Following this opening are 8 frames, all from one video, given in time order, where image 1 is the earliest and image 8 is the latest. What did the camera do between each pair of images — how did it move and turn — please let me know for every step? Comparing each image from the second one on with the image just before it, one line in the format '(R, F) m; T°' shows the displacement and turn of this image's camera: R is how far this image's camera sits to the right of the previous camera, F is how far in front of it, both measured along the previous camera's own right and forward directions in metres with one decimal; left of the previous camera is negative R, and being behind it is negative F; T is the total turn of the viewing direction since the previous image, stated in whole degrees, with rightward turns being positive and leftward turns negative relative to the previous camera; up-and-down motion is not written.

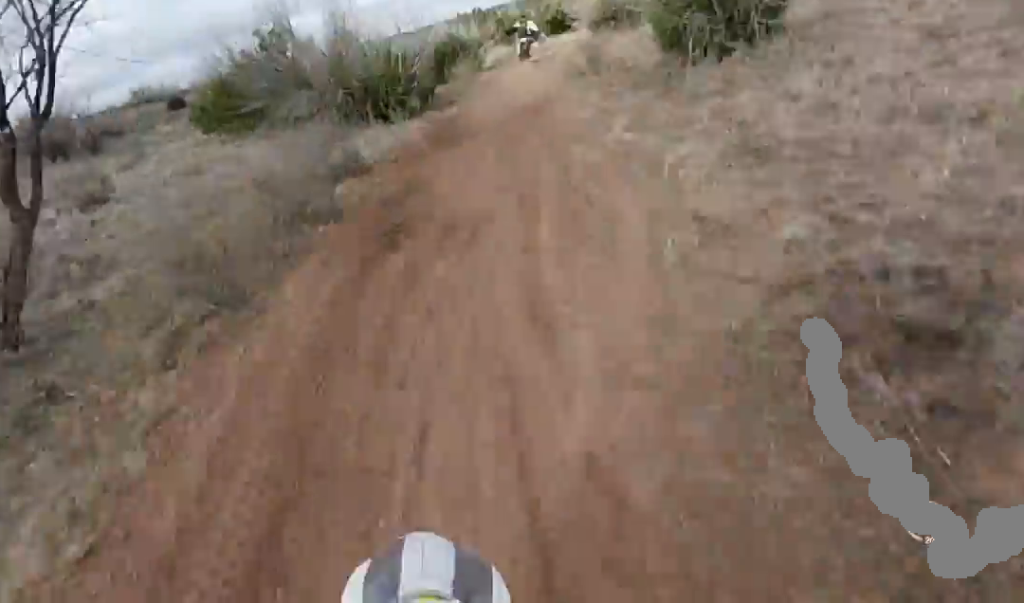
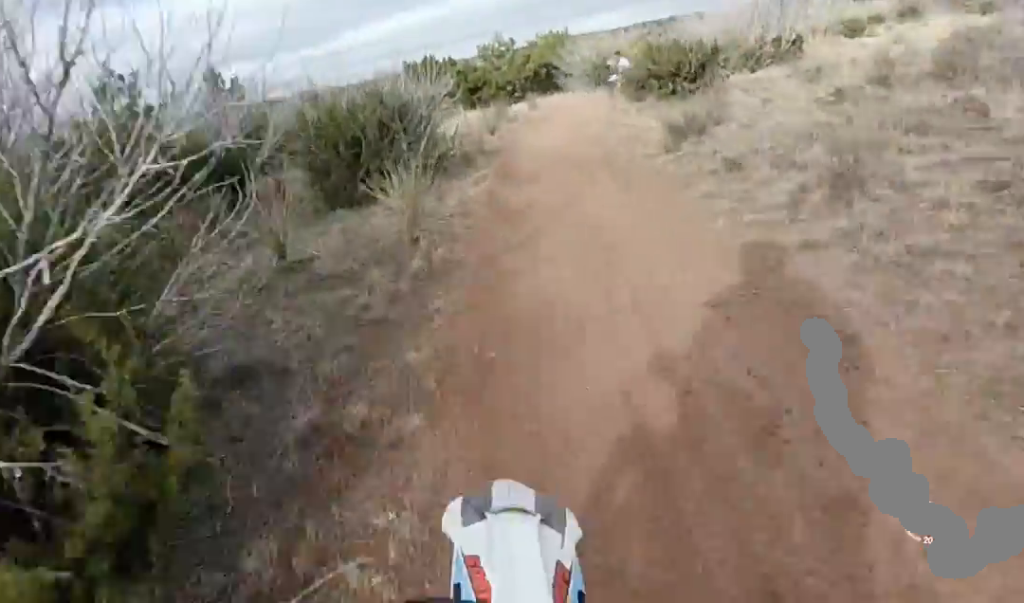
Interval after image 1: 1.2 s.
(+7.3, +12.5) m; +47°
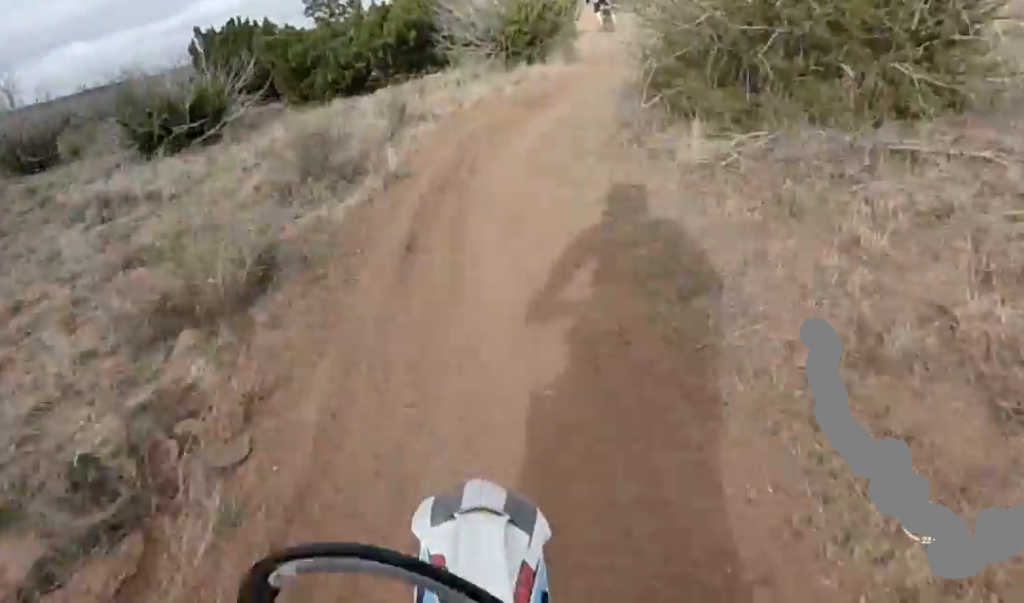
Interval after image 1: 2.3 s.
(+2.7, +21.3) m; -3°
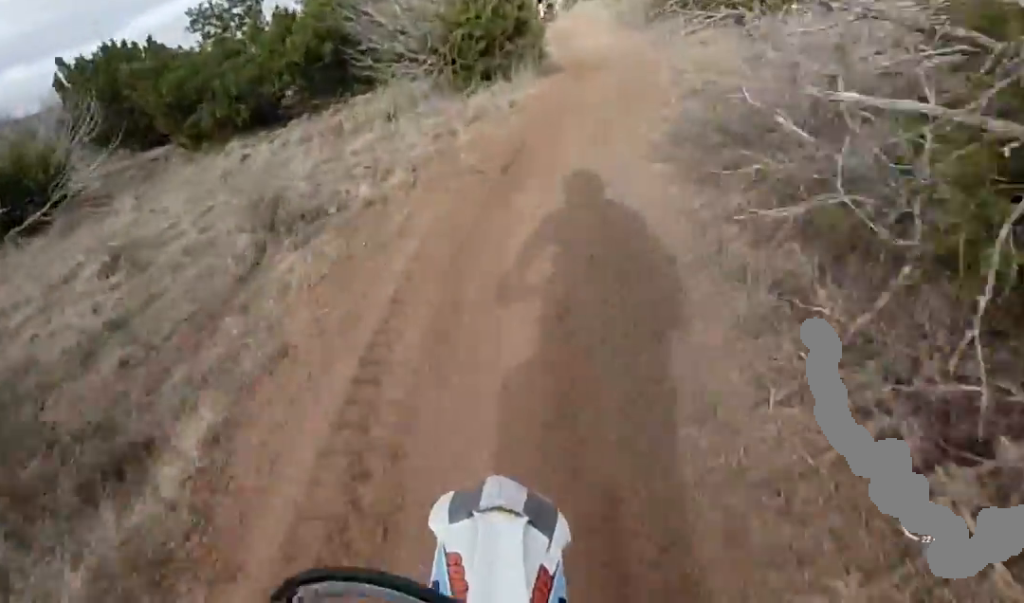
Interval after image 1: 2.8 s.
(-1.6, +5.8) m; -25°
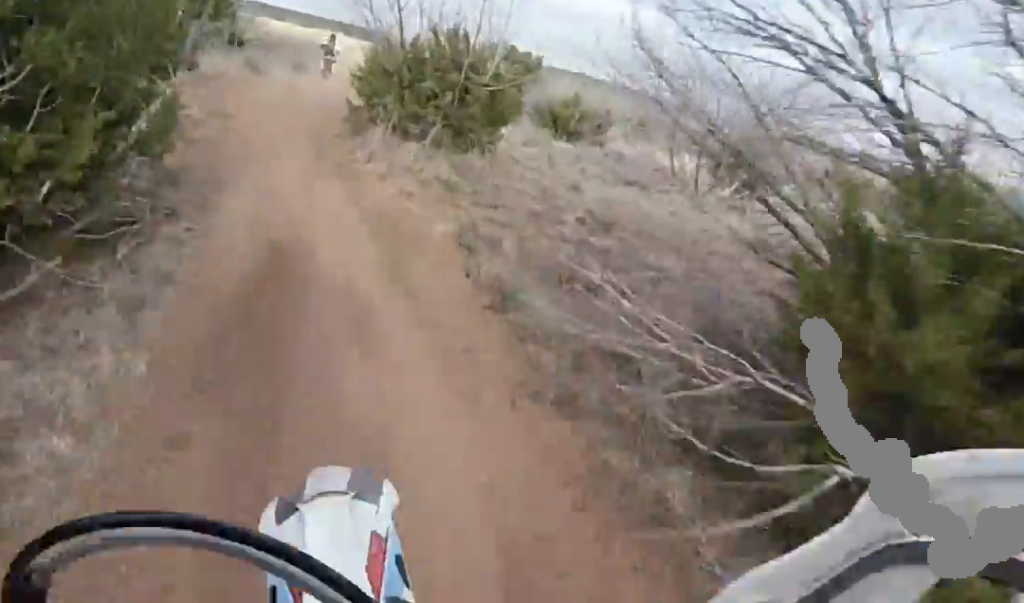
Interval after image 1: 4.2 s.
(-11.4, +13.7) m; -35°
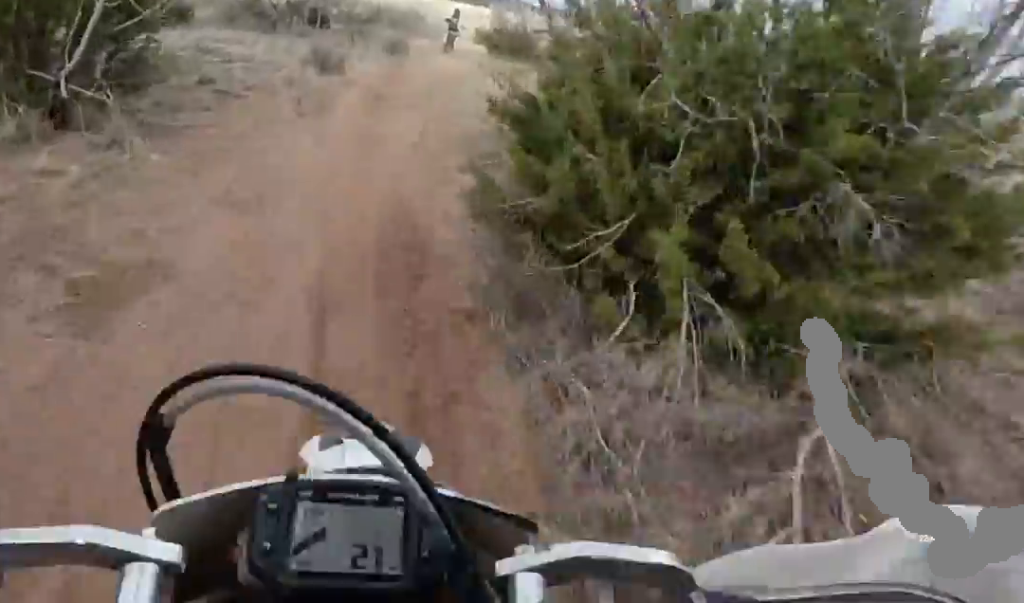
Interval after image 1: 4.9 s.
(+2.7, +7.0) m; +27°
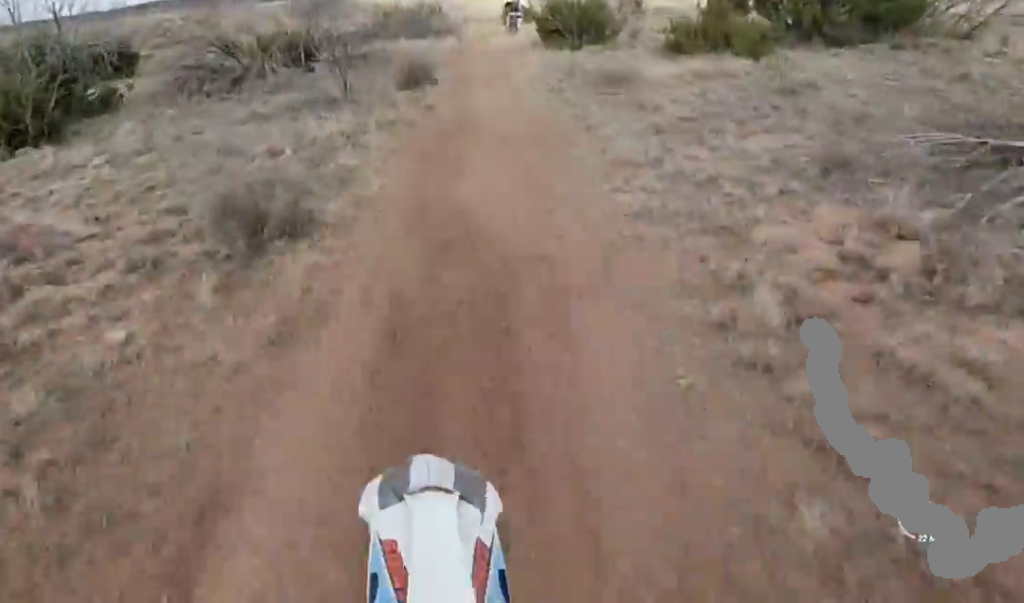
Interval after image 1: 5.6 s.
(+2.9, +8.0) m; +31°
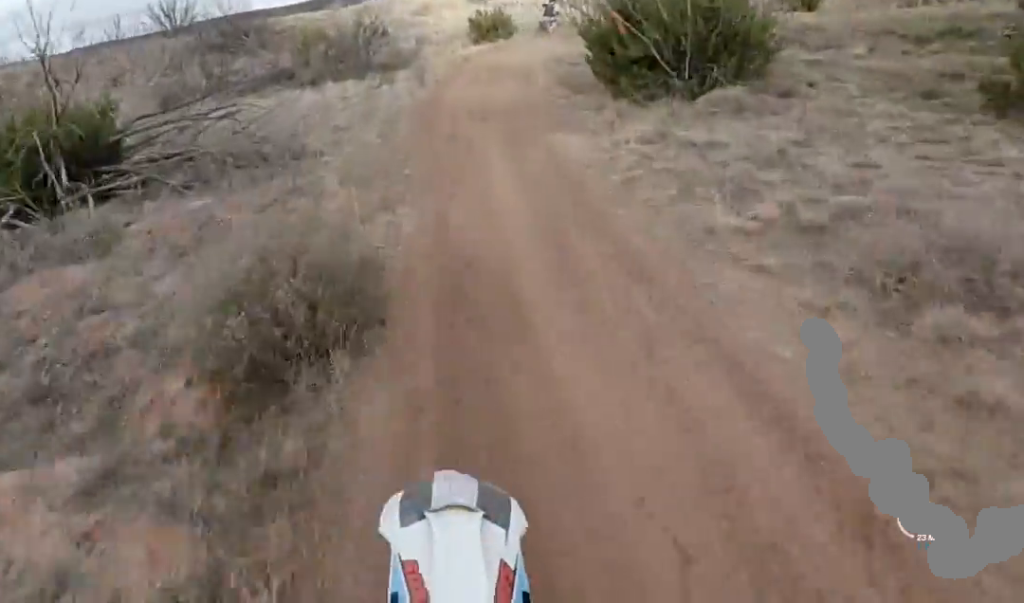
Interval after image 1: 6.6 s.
(+3.0, +11.0) m; +15°
